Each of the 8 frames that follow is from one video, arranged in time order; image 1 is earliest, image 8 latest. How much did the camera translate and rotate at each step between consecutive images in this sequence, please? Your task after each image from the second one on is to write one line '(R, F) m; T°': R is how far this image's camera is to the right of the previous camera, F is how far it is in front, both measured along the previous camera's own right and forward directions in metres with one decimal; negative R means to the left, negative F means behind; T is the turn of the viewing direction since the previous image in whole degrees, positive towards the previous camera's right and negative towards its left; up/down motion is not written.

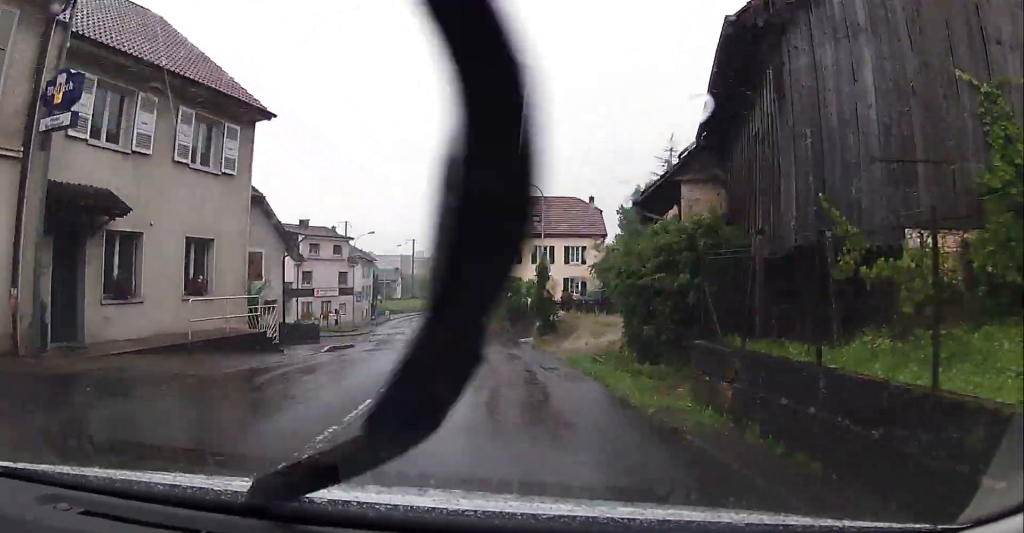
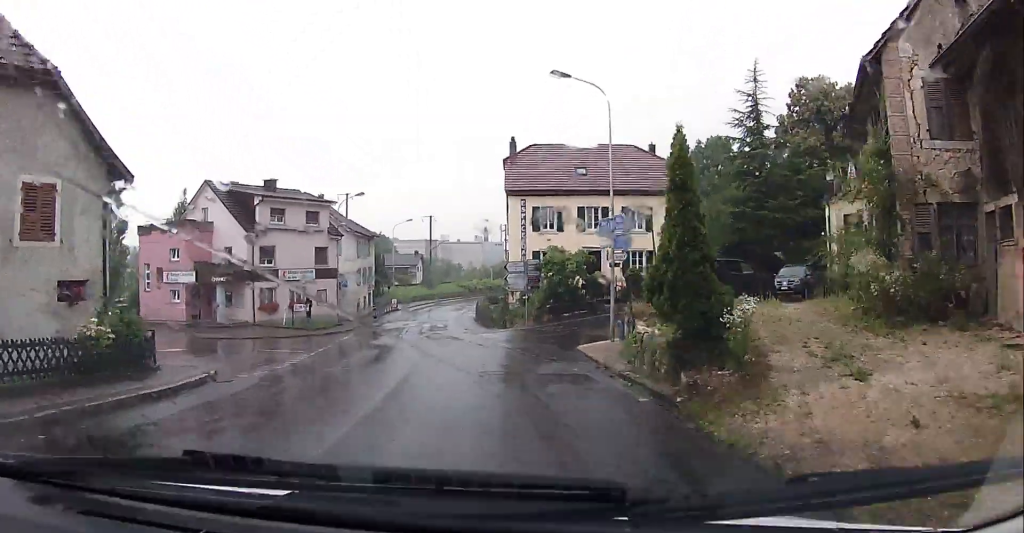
(-0.5, +19.0) m; -4°
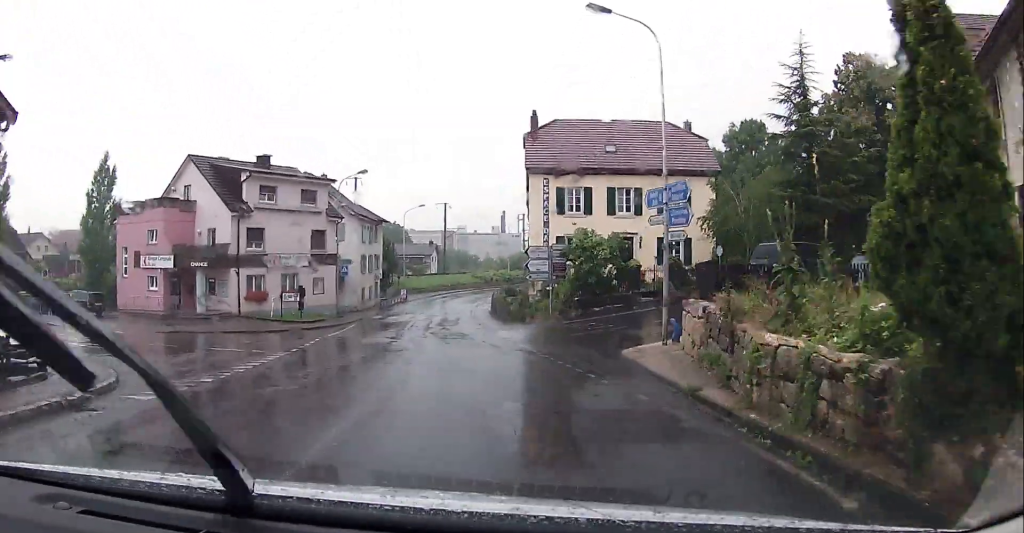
(0.0, +5.8) m; -2°
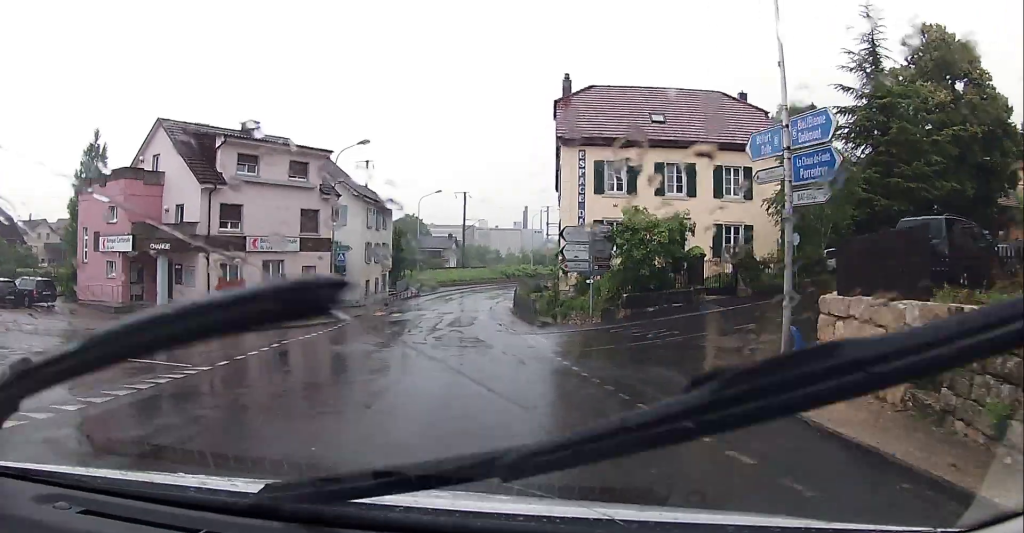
(-0.3, +7.4) m; -3°
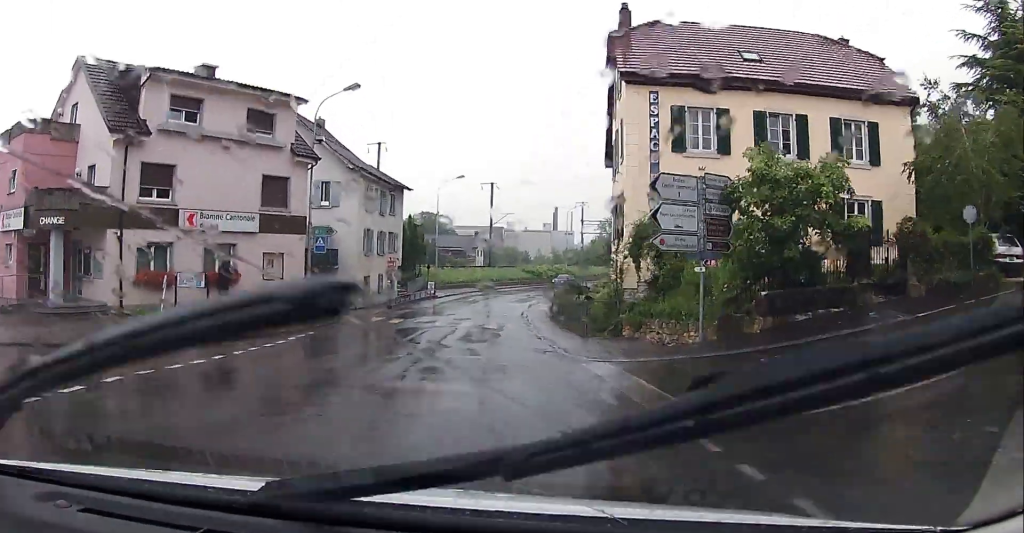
(-0.5, +10.8) m; -2°
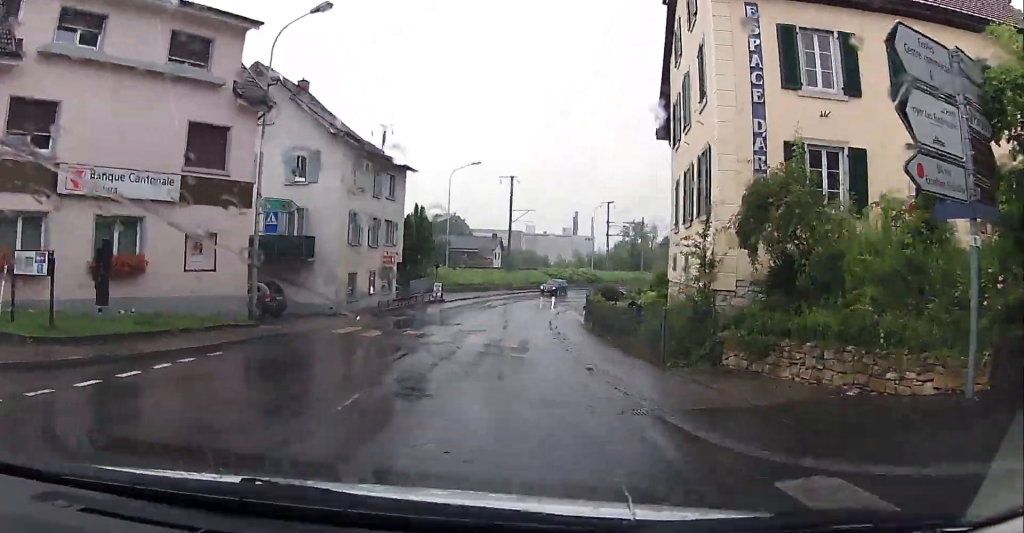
(+0.1, +8.4) m; +1°
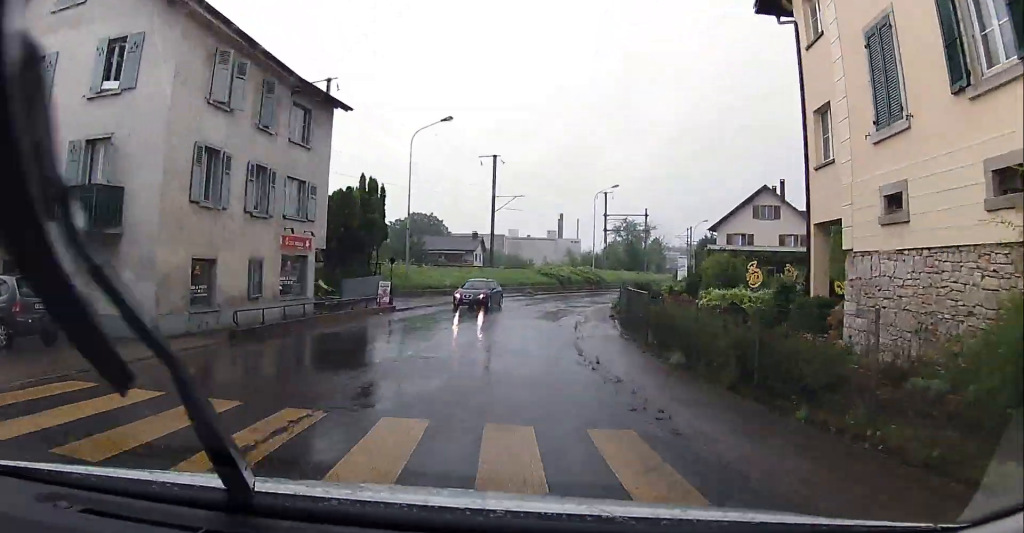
(0.0, +14.6) m; -1°
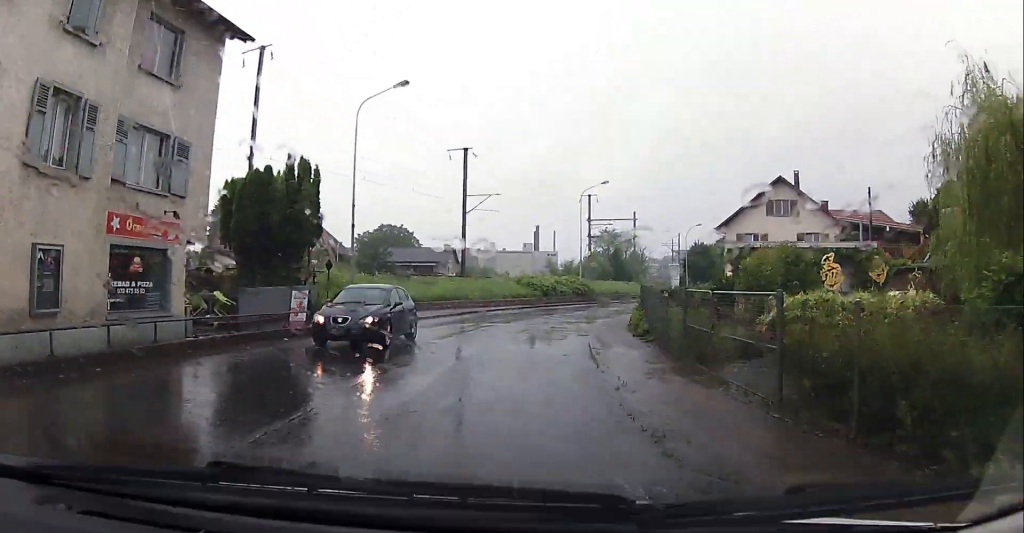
(-0.1, +8.7) m; -1°
